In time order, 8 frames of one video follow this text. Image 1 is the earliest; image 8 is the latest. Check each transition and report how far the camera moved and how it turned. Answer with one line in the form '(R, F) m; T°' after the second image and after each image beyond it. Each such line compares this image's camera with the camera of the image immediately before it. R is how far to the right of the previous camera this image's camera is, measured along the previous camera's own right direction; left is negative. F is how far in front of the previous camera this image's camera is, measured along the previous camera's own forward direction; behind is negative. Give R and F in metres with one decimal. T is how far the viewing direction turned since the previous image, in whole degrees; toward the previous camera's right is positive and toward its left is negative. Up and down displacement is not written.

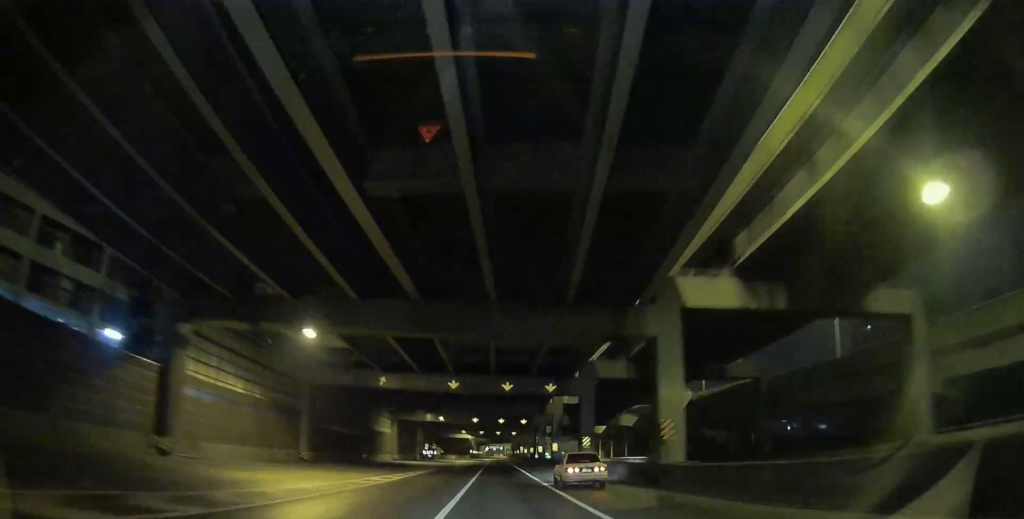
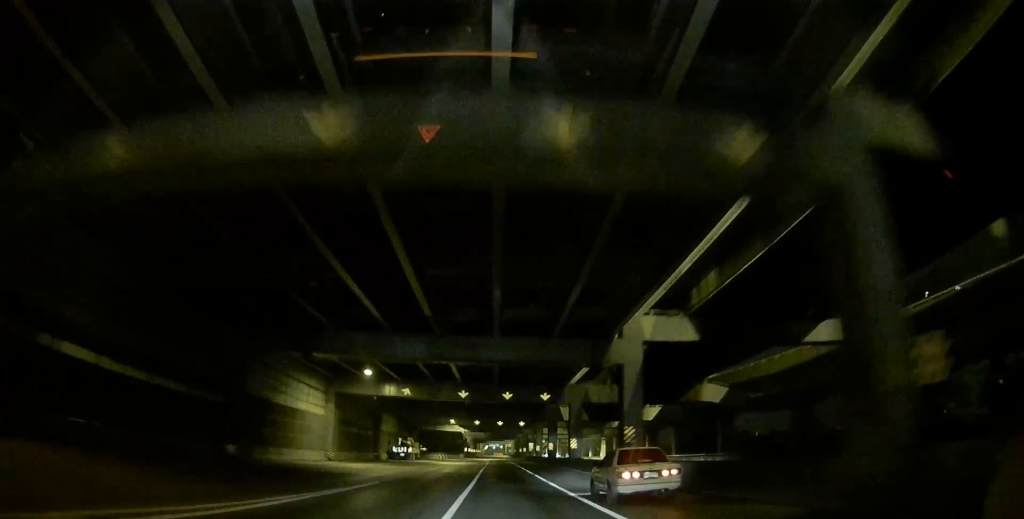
(0.0, +33.8) m; 0°
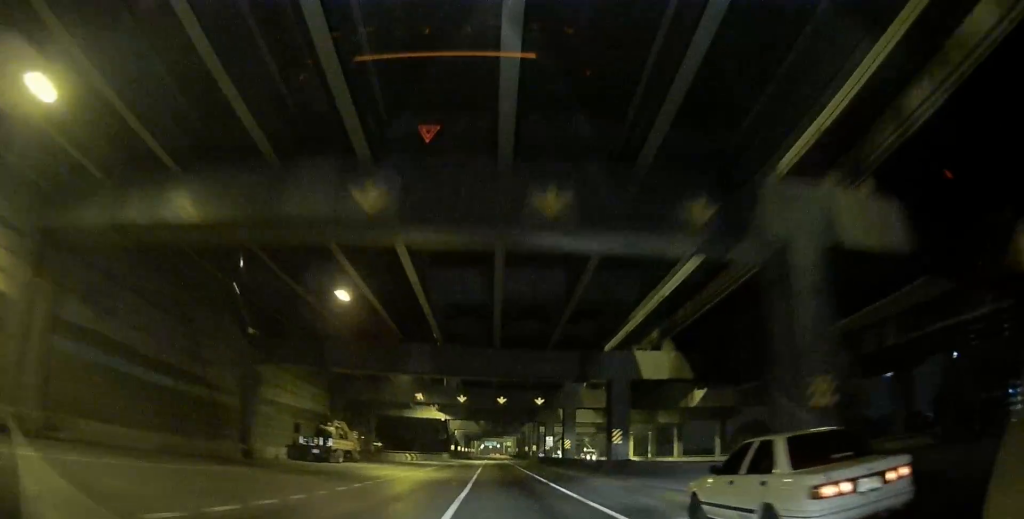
(-0.1, +38.3) m; 0°
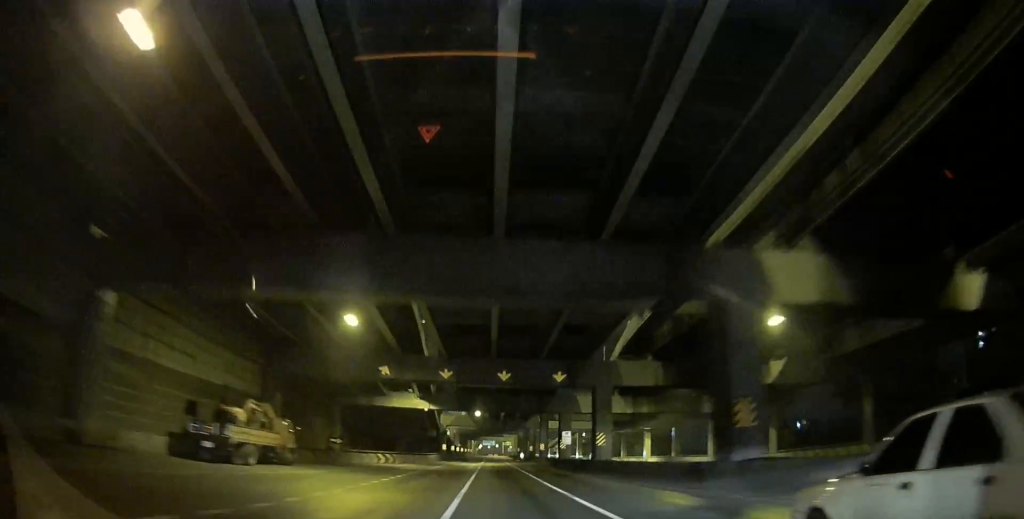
(0.0, +15.9) m; 0°
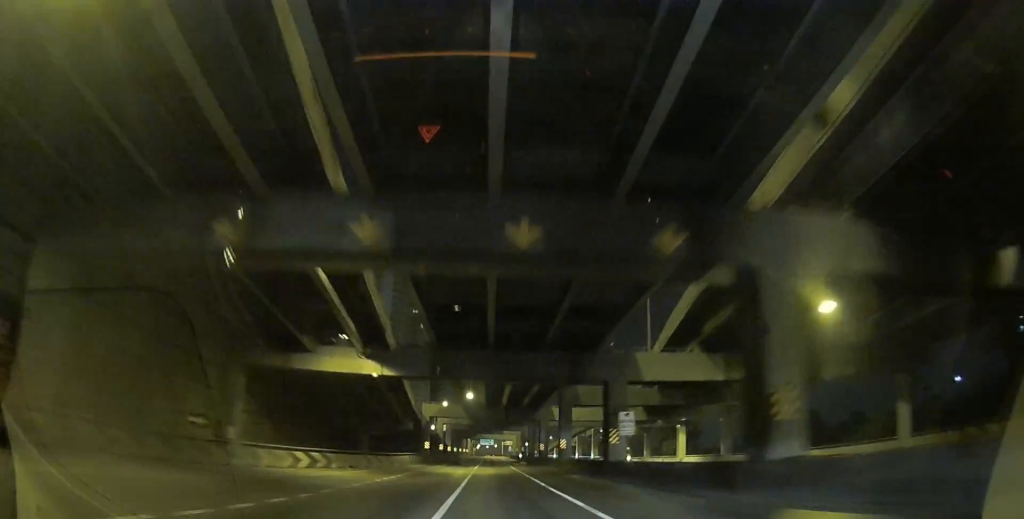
(+0.1, +23.1) m; 0°
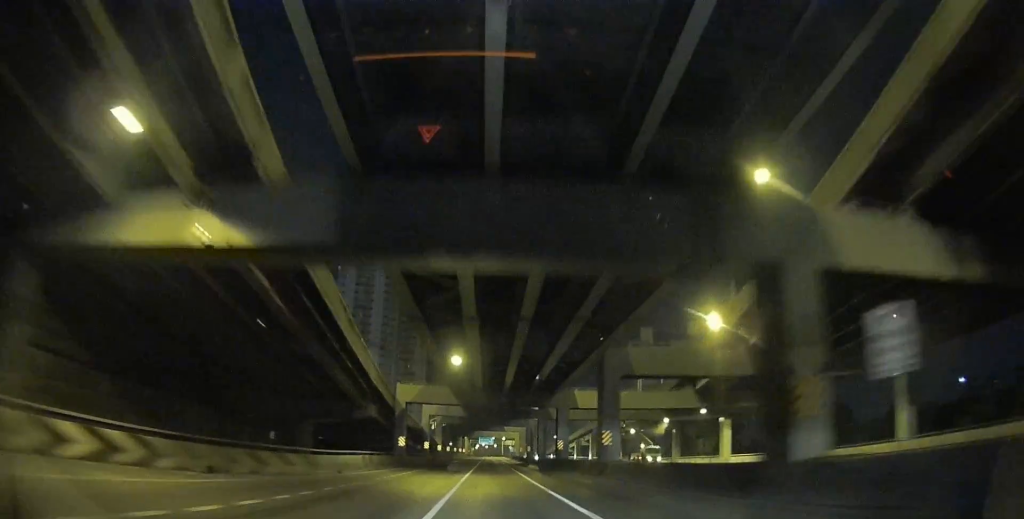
(+0.1, +19.1) m; 0°
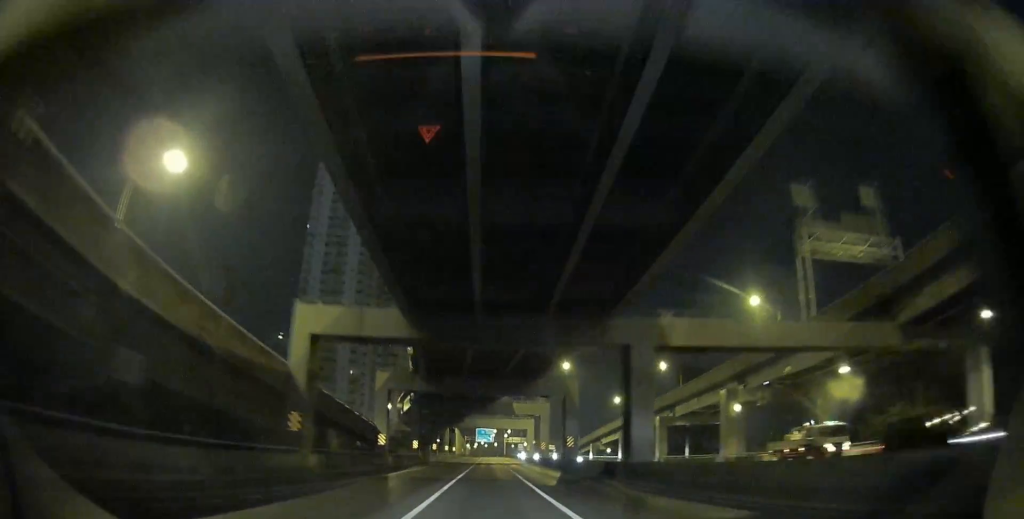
(-0.8, +48.4) m; -1°
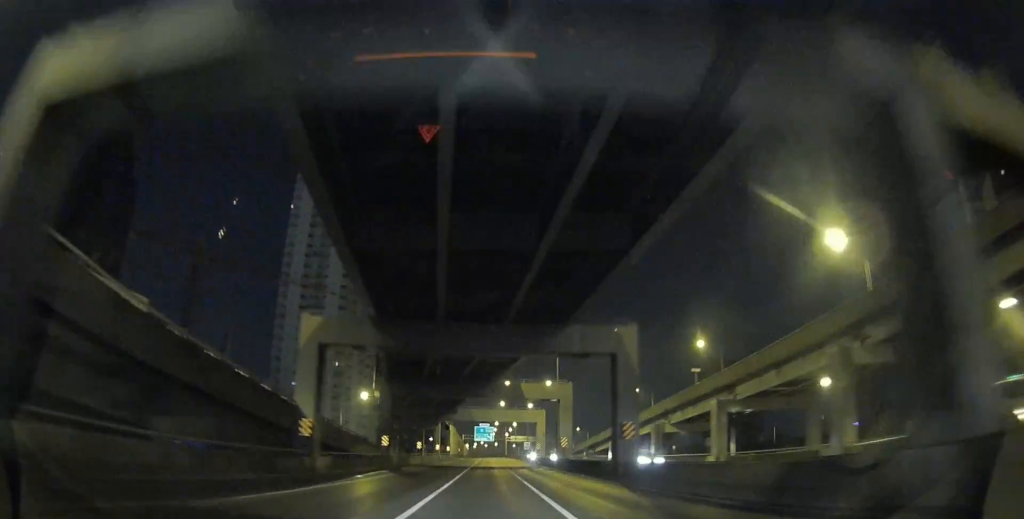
(+0.2, +18.0) m; +1°
